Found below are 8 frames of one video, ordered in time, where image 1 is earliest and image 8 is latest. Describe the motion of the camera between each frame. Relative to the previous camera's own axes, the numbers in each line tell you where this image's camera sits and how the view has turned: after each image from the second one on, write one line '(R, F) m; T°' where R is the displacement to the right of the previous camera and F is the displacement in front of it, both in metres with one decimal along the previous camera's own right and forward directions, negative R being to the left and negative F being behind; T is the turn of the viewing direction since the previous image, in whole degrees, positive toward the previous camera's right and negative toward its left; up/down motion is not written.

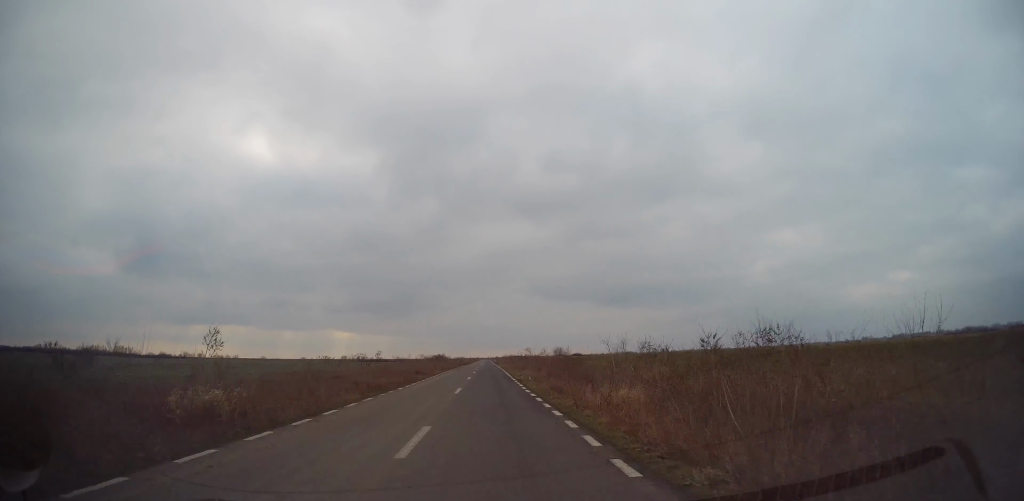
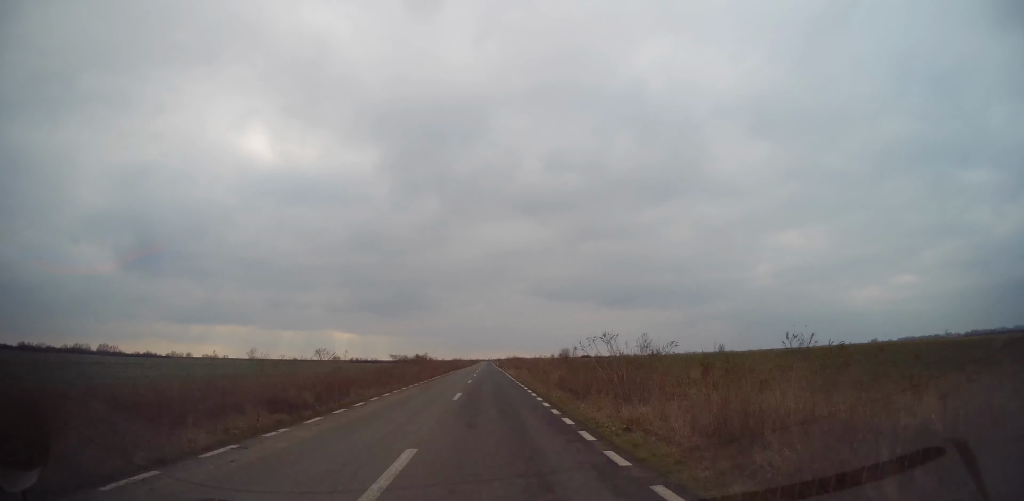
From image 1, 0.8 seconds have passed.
(+0.2, +26.0) m; -1°
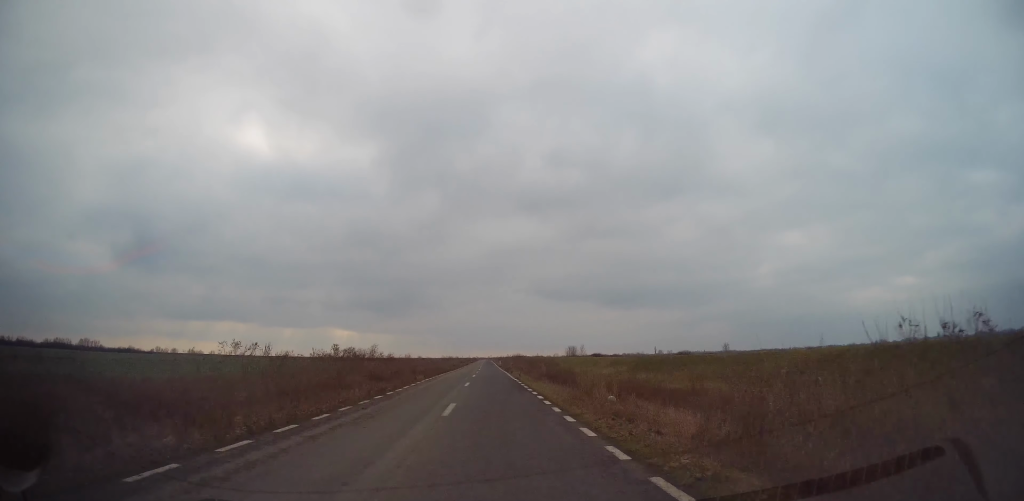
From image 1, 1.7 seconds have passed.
(-0.5, +28.3) m; 0°
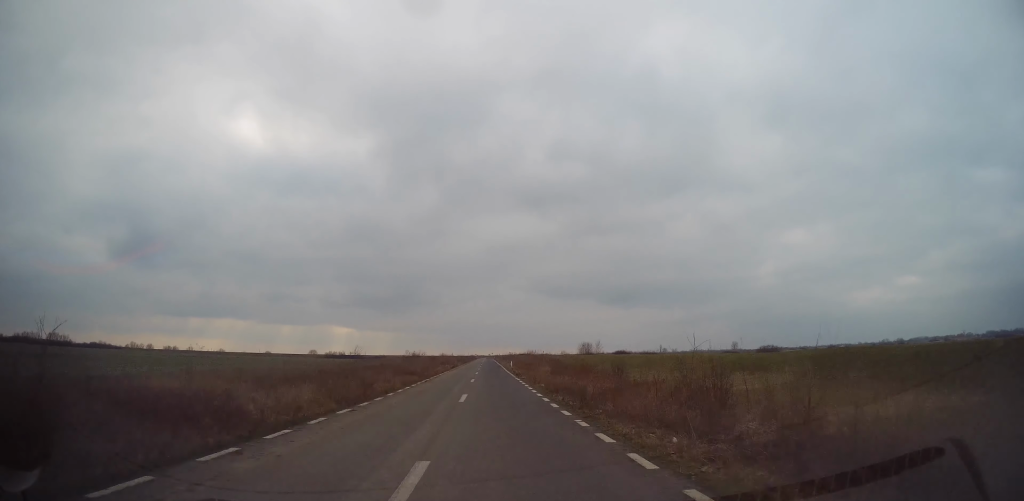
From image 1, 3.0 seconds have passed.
(+0.3, +43.6) m; +1°
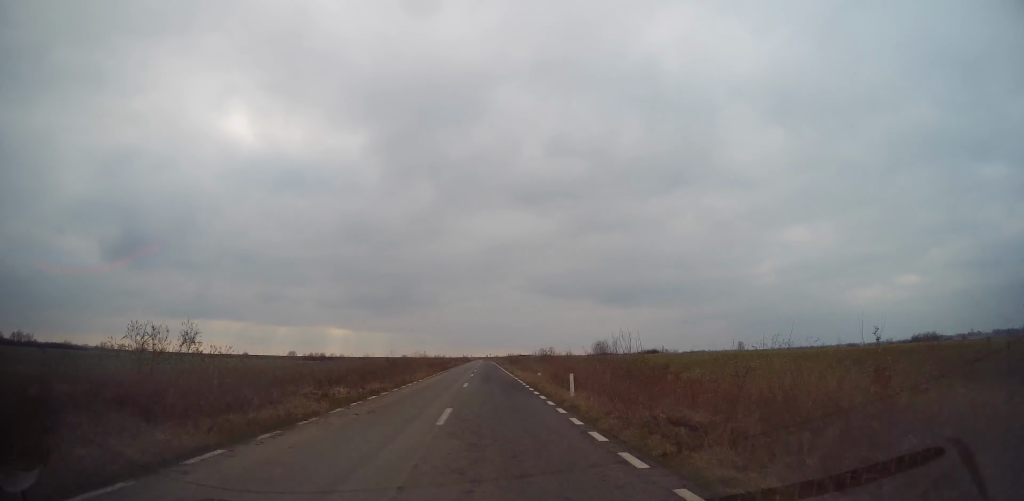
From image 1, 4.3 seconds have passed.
(+0.1, +41.0) m; -1°
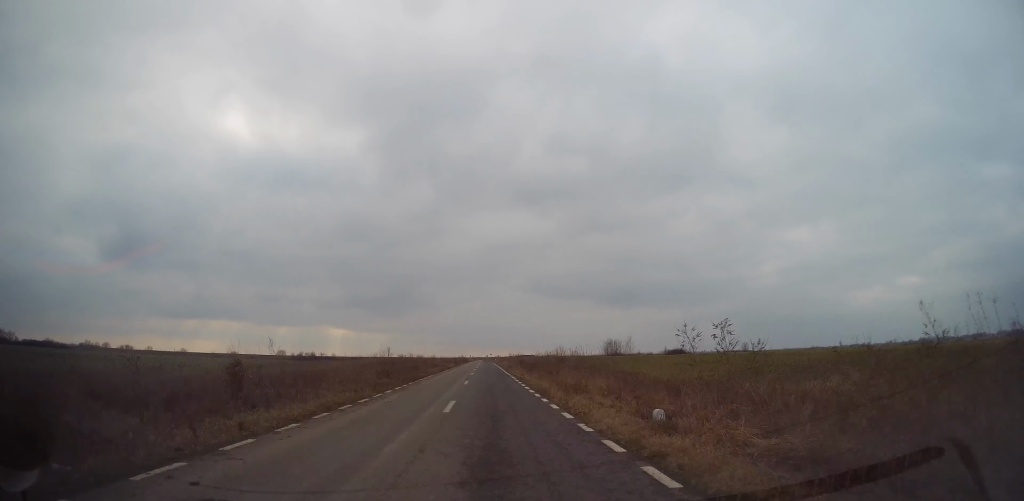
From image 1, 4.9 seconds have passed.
(-0.3, +21.2) m; 0°
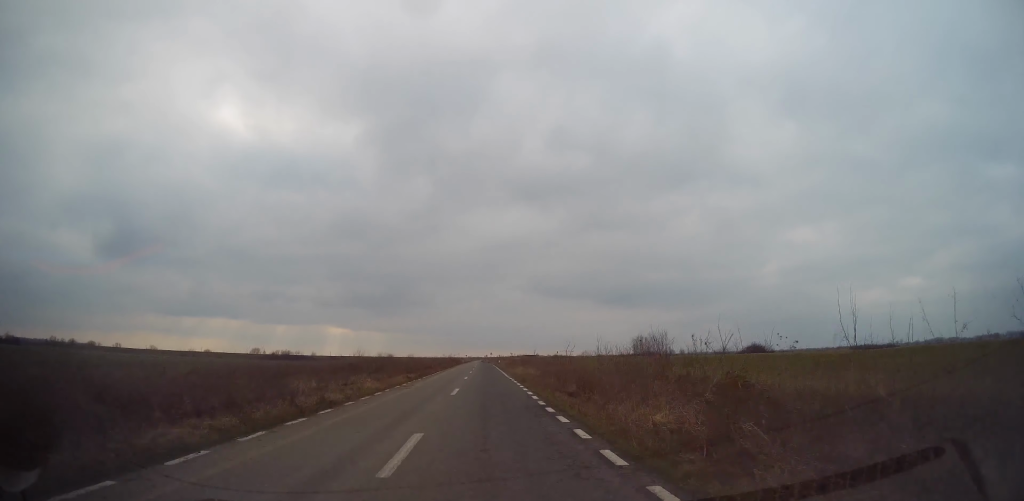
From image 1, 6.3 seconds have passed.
(+0.4, +41.7) m; +1°
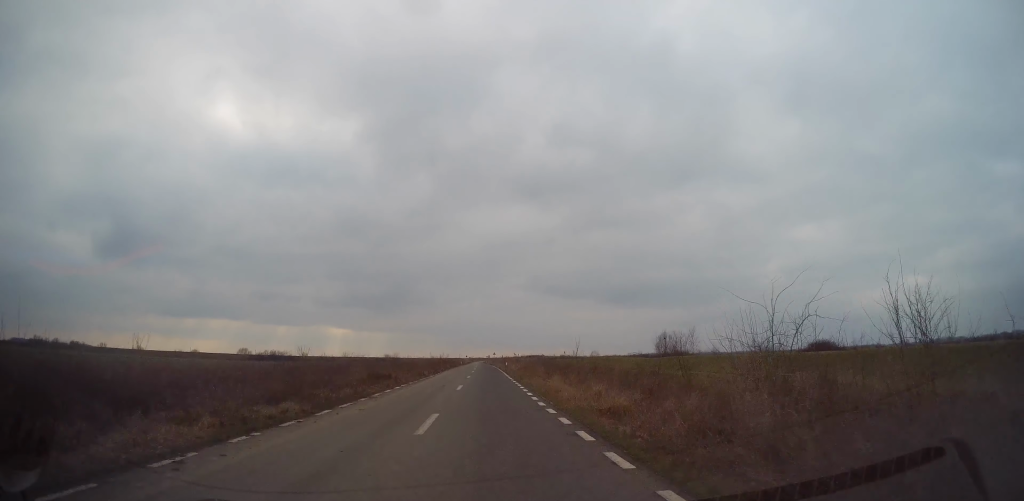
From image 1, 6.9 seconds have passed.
(+0.1, +20.6) m; 0°
